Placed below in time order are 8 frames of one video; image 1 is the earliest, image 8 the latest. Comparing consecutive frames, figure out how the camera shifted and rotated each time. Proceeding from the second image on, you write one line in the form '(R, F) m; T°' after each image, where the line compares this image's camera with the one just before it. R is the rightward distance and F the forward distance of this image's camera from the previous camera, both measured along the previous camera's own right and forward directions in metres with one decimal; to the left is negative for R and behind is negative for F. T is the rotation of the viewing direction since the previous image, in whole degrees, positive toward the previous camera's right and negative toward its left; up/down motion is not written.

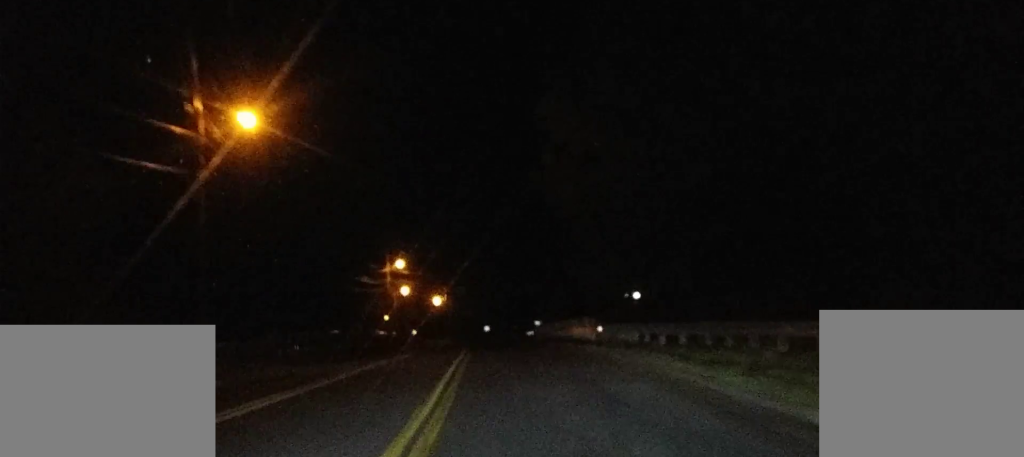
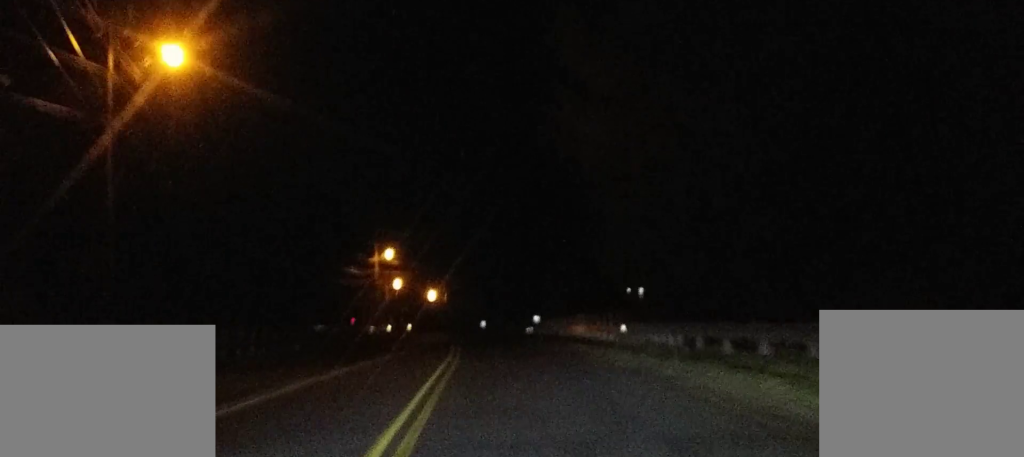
(+0.1, +7.9) m; 0°
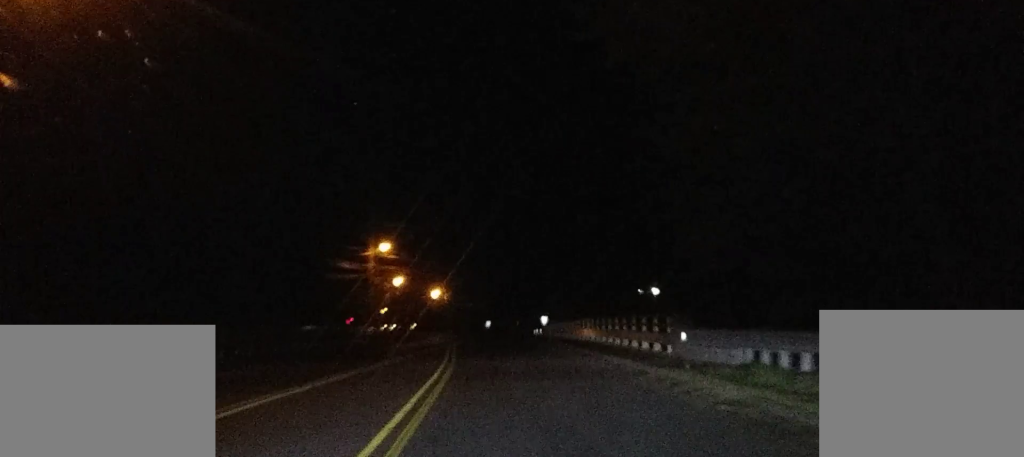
(-0.1, +9.2) m; -1°
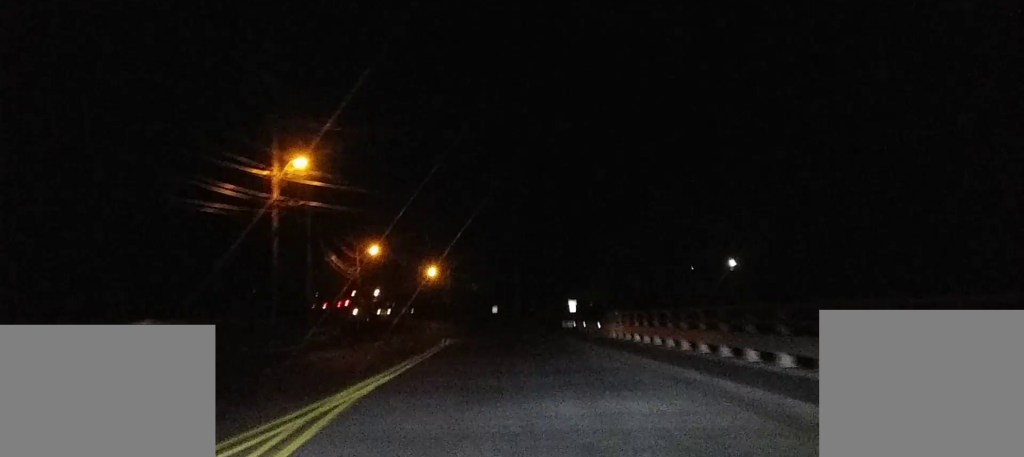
(-0.7, +41.1) m; 0°
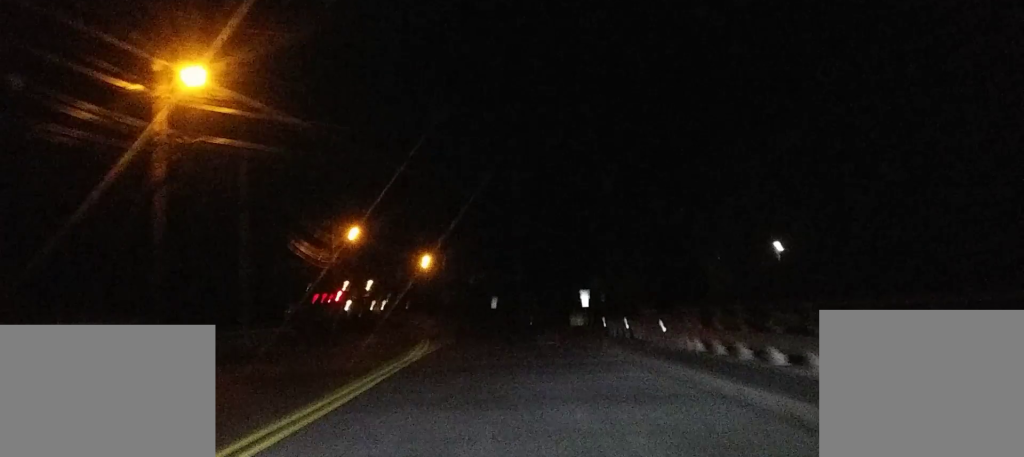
(+0.1, +15.4) m; +1°
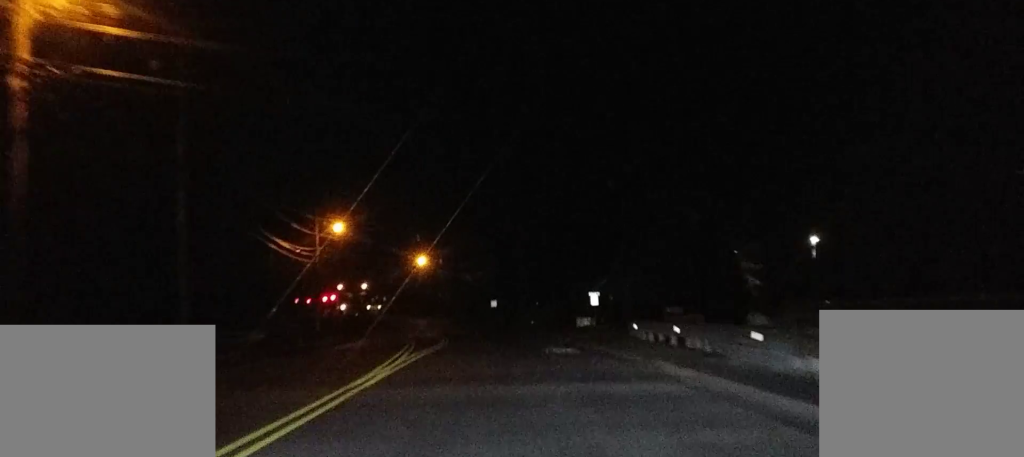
(0.0, +8.0) m; 0°
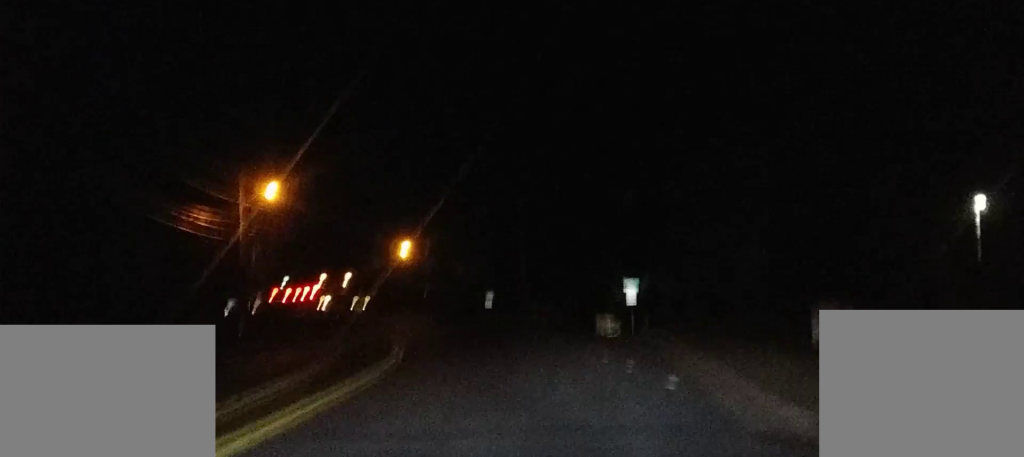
(+0.2, +23.6) m; -1°
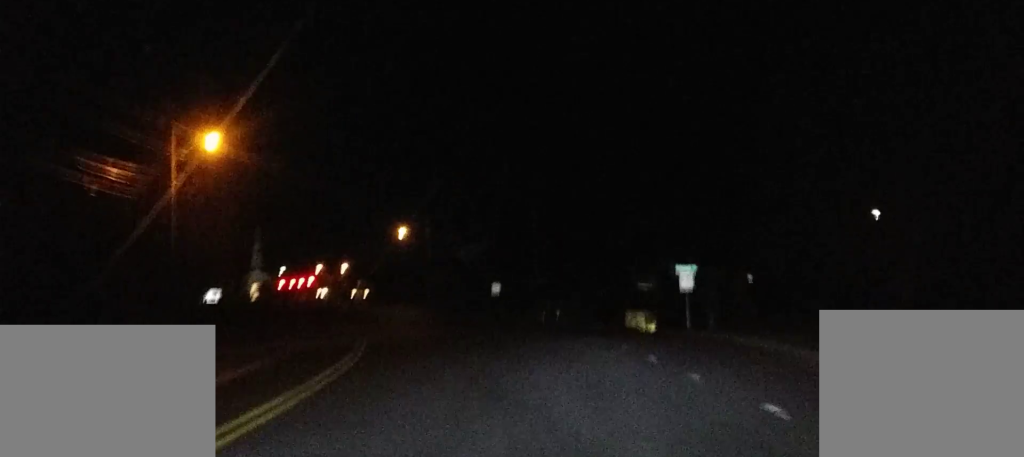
(-0.2, +14.3) m; -1°
